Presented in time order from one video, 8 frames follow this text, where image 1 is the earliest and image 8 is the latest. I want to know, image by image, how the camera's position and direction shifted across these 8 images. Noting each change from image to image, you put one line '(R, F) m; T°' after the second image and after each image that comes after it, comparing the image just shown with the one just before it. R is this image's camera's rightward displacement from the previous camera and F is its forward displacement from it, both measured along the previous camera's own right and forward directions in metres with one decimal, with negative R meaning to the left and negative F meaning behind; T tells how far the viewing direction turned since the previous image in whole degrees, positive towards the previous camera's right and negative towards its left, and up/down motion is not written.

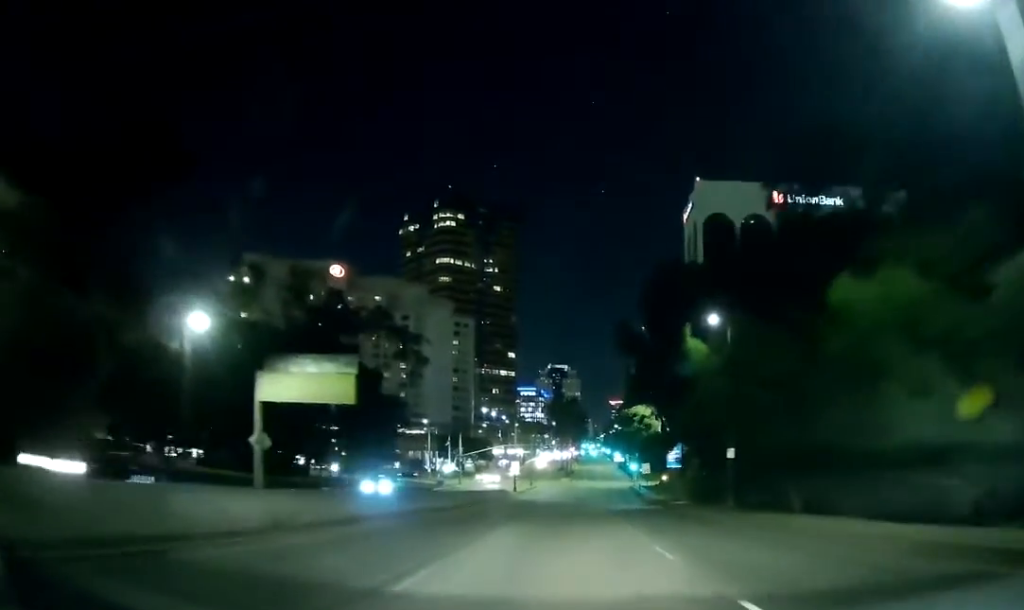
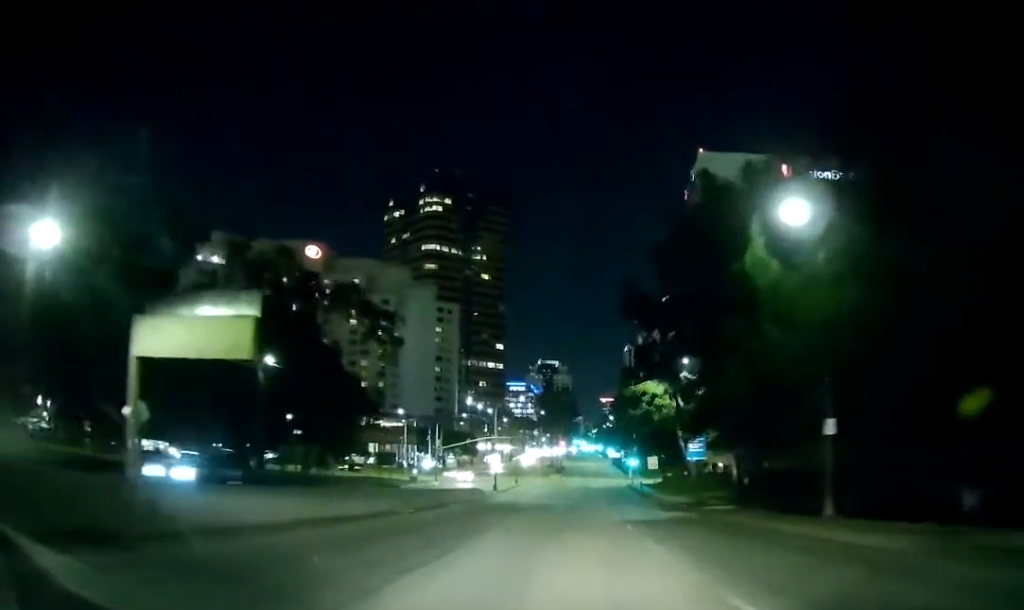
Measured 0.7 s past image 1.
(0.0, +14.5) m; 0°
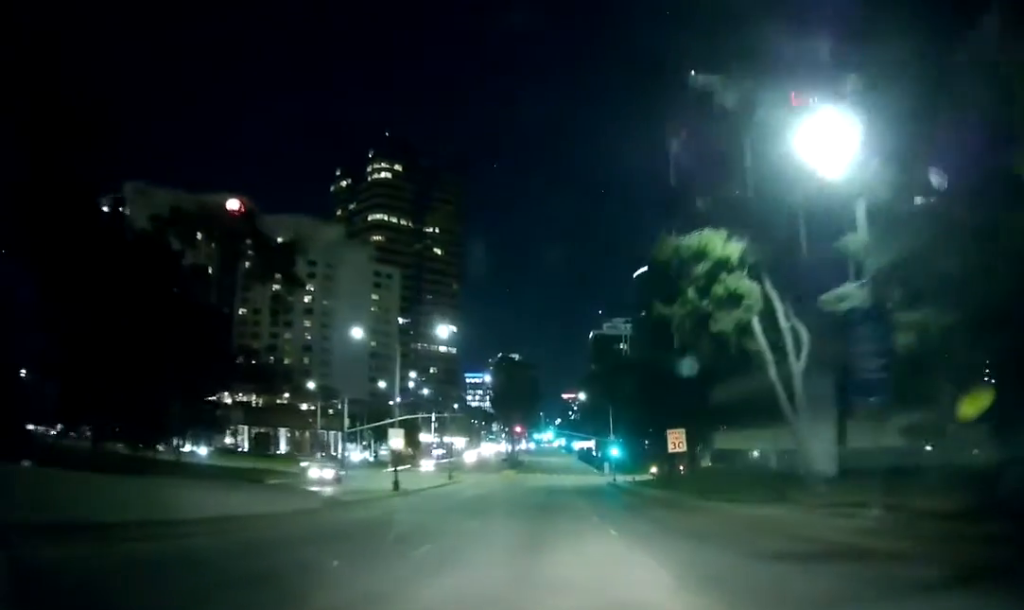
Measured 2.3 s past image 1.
(+0.2, +33.2) m; +2°
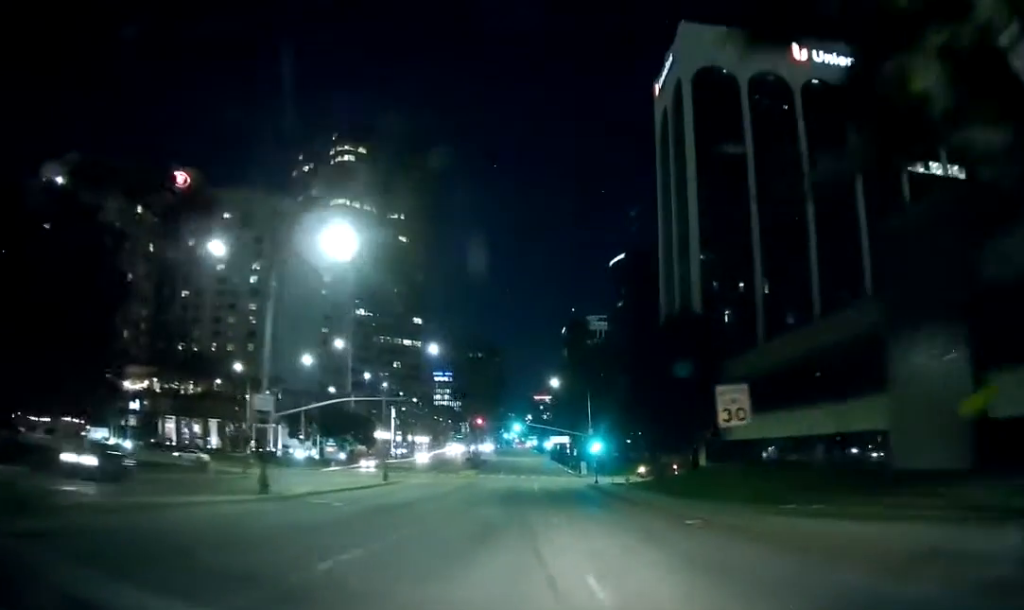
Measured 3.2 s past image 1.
(+0.4, +16.8) m; +1°
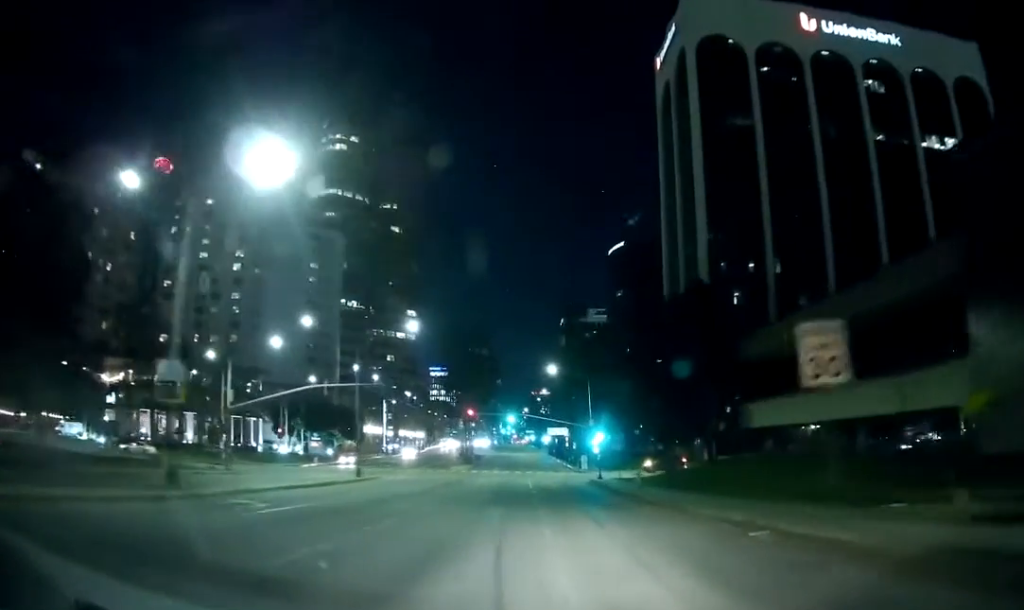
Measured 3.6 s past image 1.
(0.0, +7.1) m; 0°
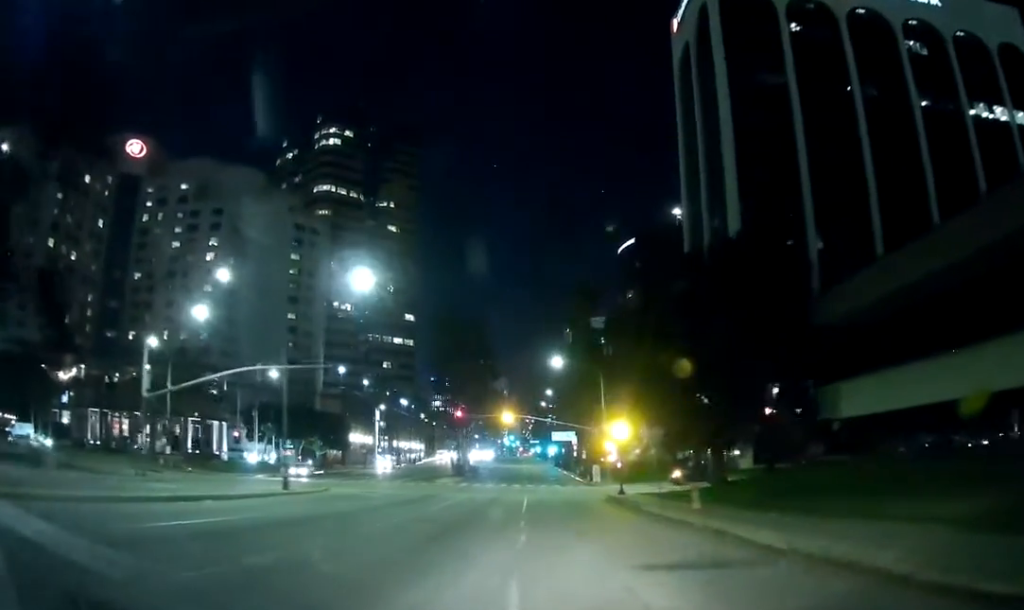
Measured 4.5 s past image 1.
(0.0, +15.3) m; 0°
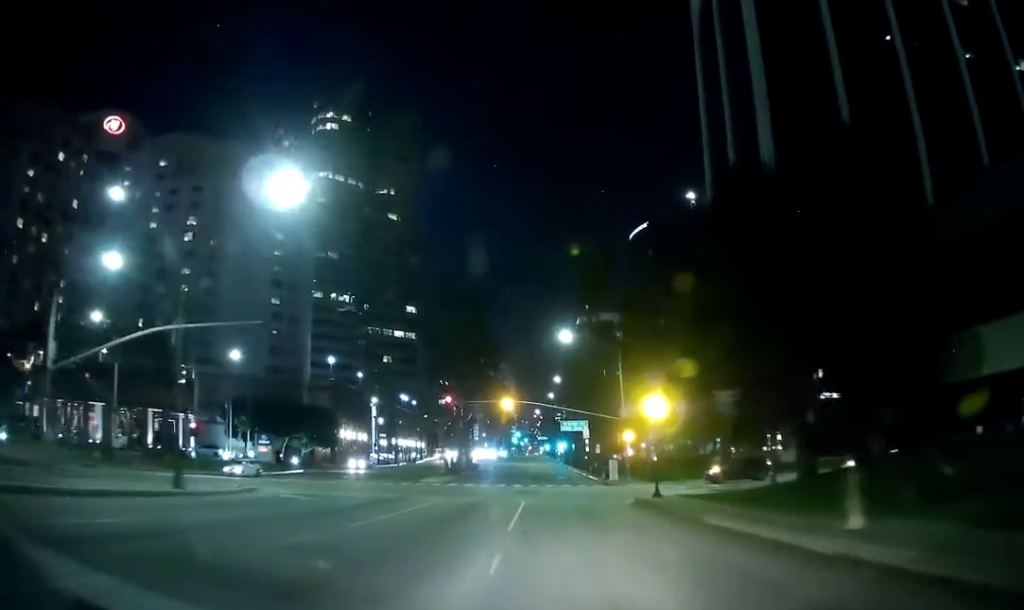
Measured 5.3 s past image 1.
(+0.1, +12.3) m; 0°
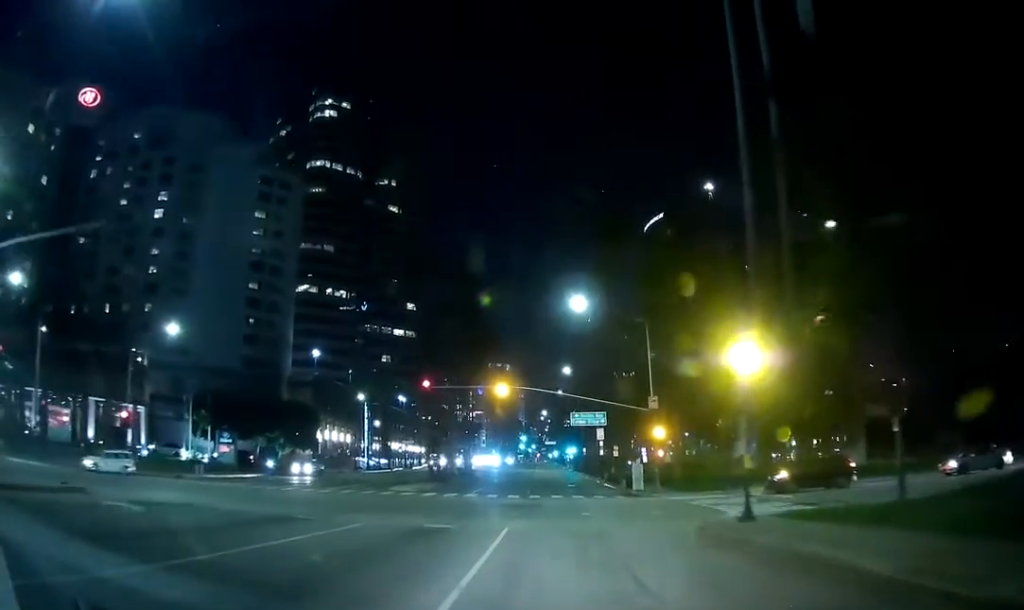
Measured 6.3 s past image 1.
(0.0, +14.2) m; -1°
